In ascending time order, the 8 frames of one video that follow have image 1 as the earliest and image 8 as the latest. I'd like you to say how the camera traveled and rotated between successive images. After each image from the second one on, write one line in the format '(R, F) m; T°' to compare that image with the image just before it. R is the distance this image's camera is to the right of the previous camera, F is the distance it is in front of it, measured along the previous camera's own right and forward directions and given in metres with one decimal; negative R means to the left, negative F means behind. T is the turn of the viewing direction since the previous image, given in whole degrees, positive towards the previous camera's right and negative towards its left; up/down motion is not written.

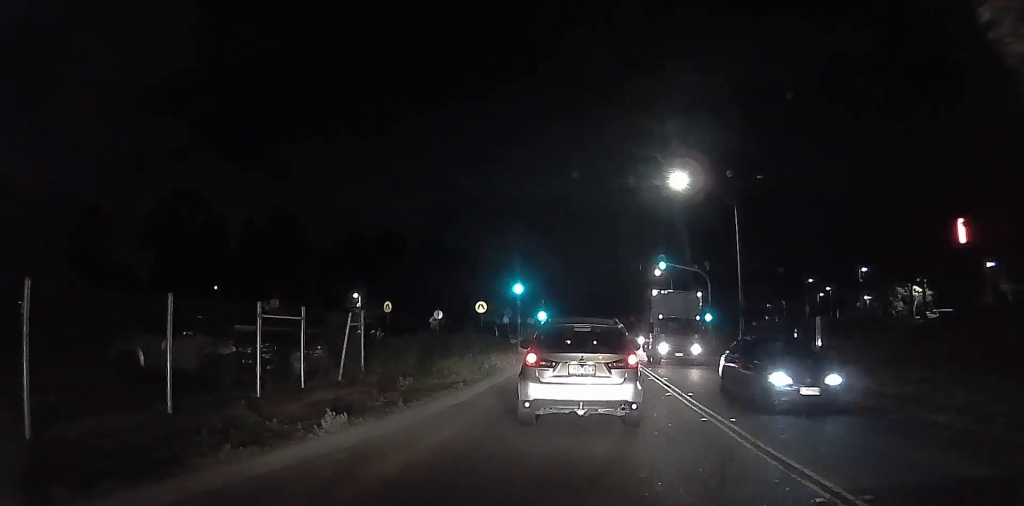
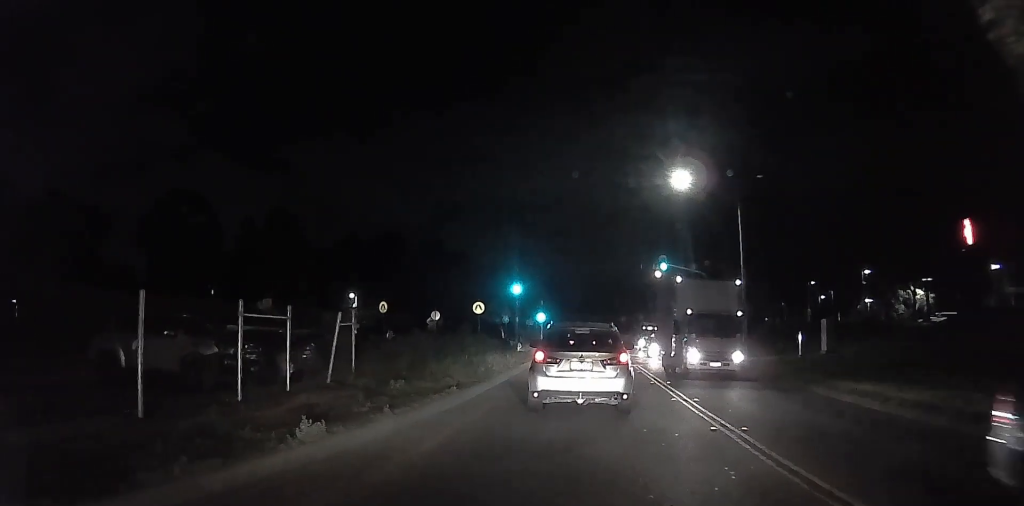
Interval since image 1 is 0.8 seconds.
(+0.2, +5.8) m; -1°
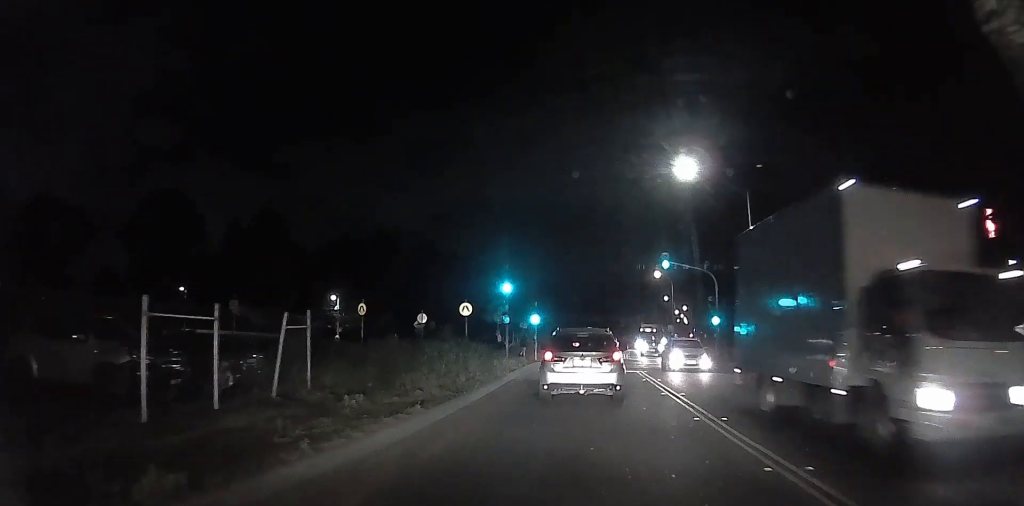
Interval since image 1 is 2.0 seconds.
(-0.6, +8.9) m; -5°
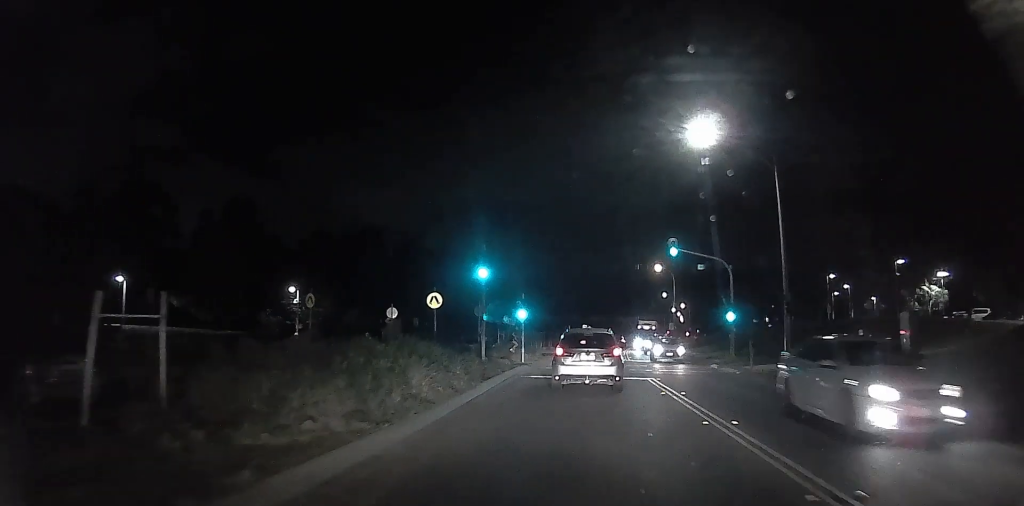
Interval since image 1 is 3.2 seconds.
(+0.1, +10.4) m; +5°
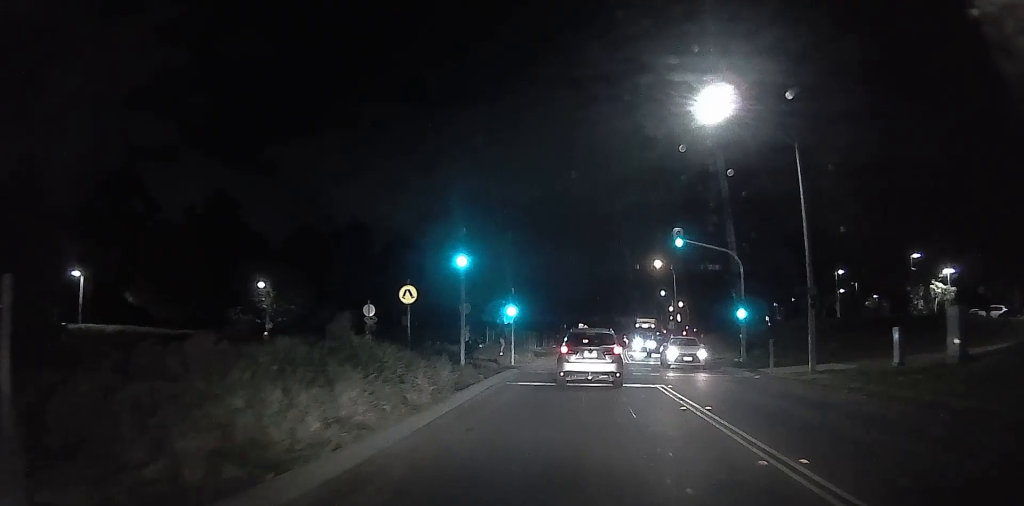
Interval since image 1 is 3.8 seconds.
(+0.2, +4.8) m; +2°
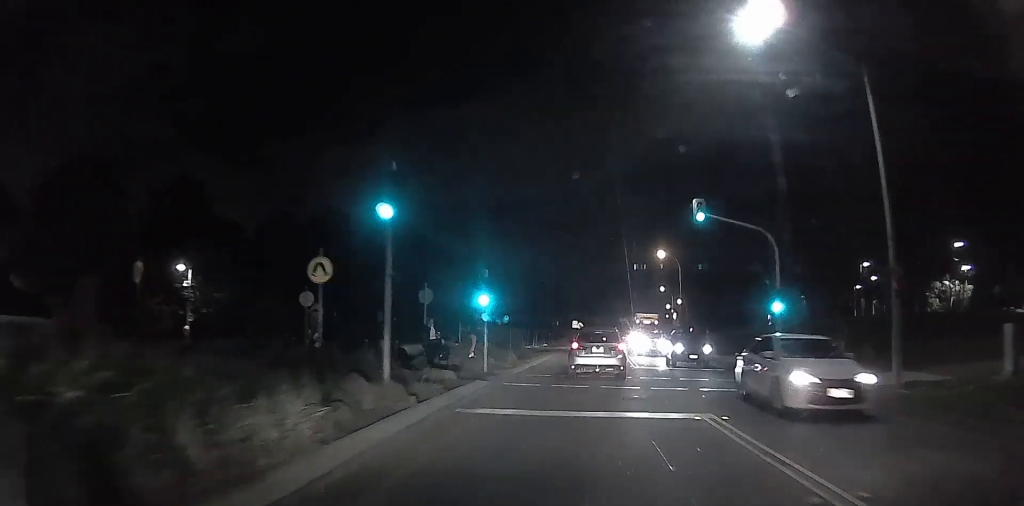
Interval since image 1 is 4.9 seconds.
(+0.1, +8.4) m; +1°
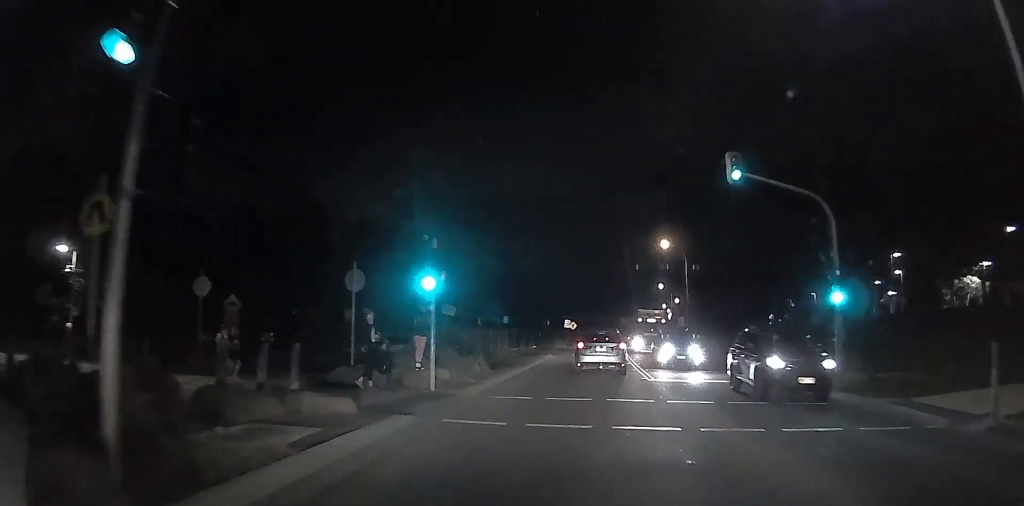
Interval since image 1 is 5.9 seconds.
(0.0, +7.4) m; 0°
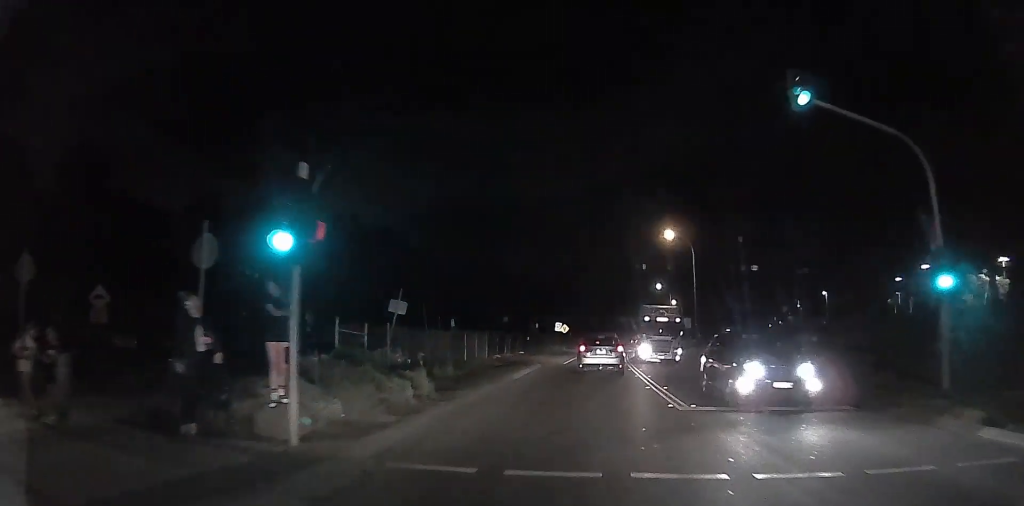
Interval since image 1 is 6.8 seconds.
(0.0, +7.7) m; 0°
